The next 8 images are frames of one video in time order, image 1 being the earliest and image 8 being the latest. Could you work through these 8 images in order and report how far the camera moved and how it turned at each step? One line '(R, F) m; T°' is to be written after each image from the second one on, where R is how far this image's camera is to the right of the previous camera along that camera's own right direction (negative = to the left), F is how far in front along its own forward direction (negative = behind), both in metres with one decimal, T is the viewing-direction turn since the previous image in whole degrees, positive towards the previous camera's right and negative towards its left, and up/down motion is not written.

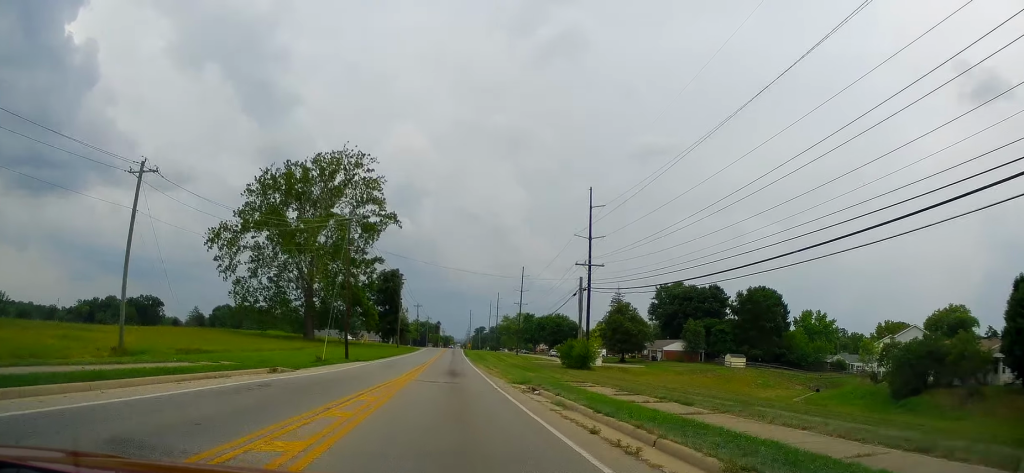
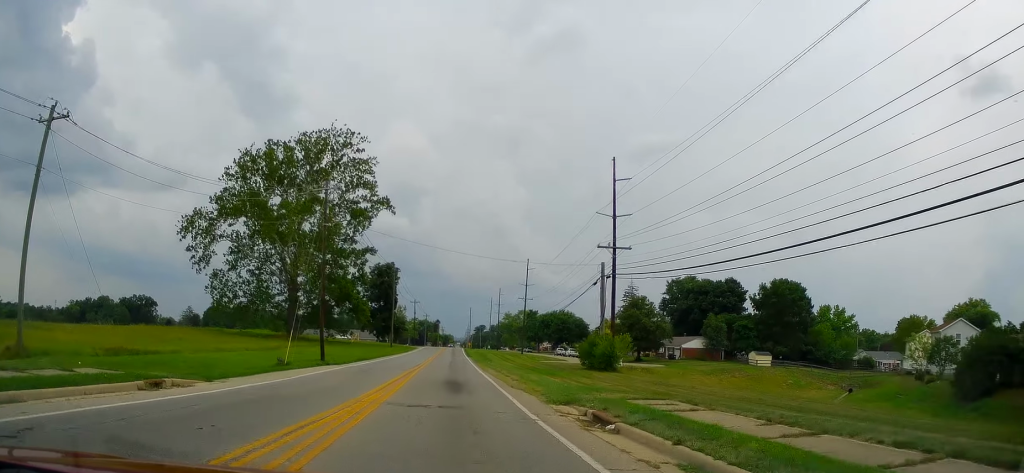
(0.0, +10.5) m; -1°
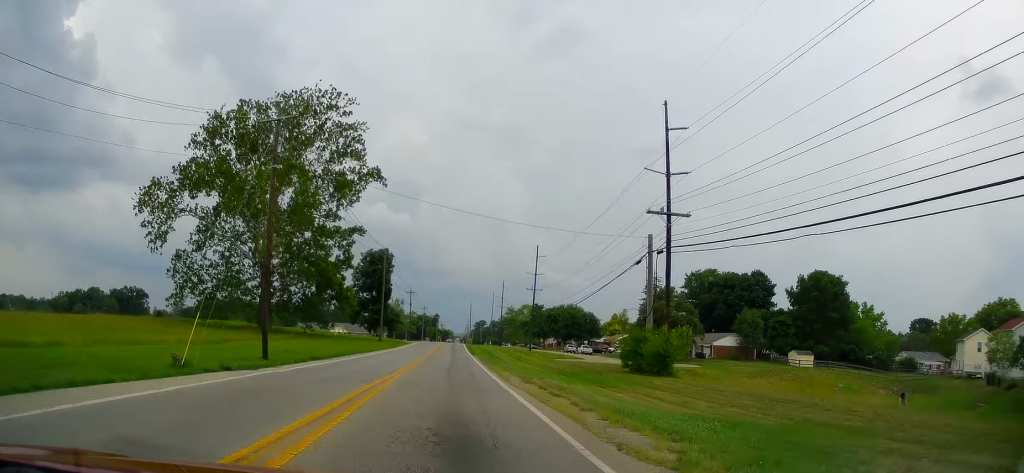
(+0.1, +14.3) m; -1°
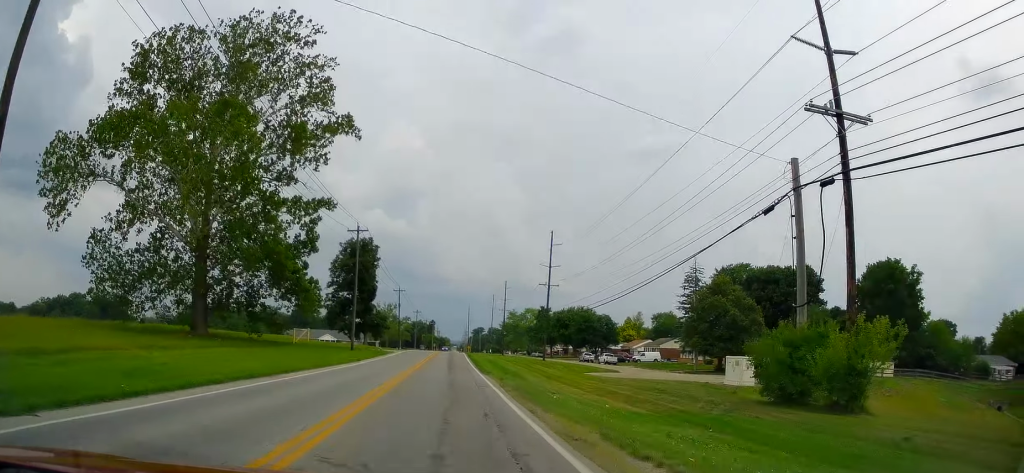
(-0.5, +21.1) m; +1°
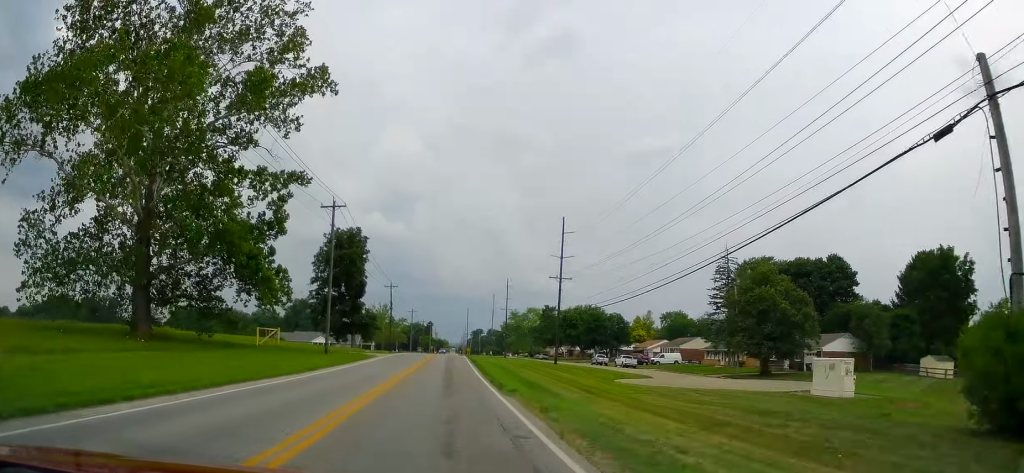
(+0.3, +12.1) m; 0°
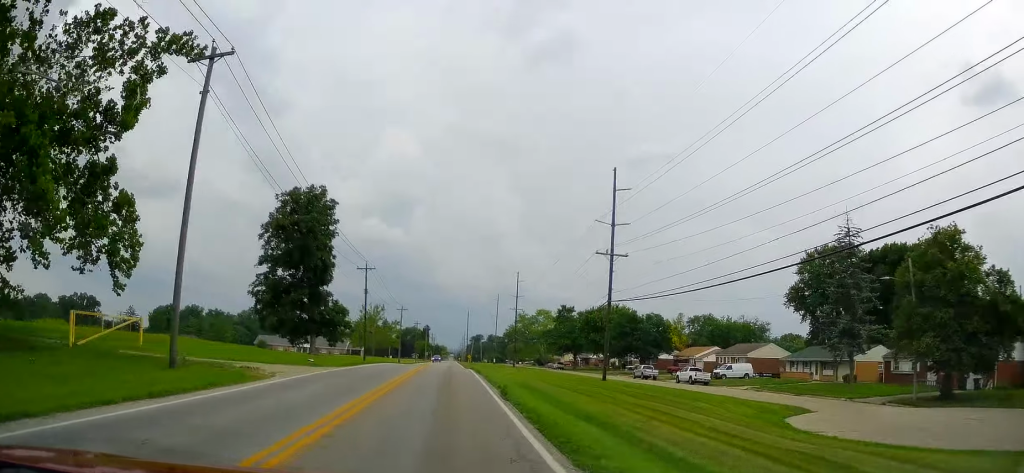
(0.0, +28.1) m; 0°
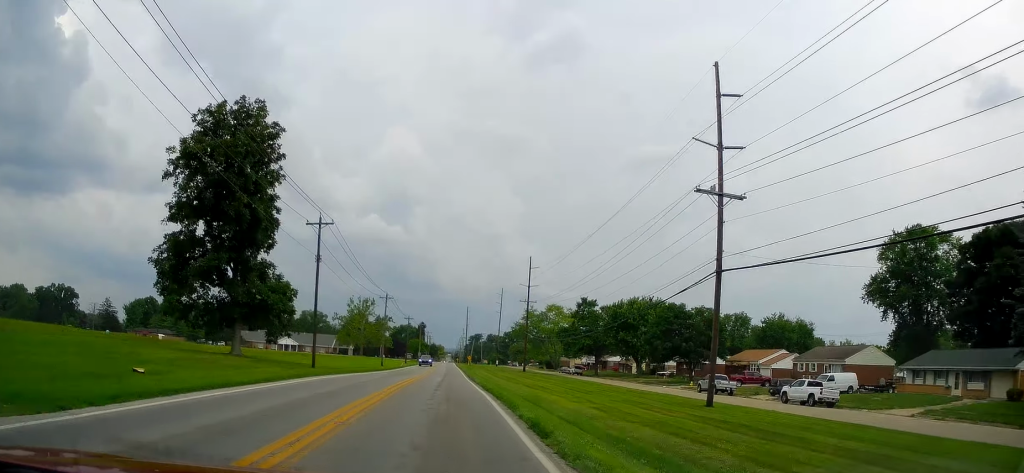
(+0.4, +24.9) m; +2°
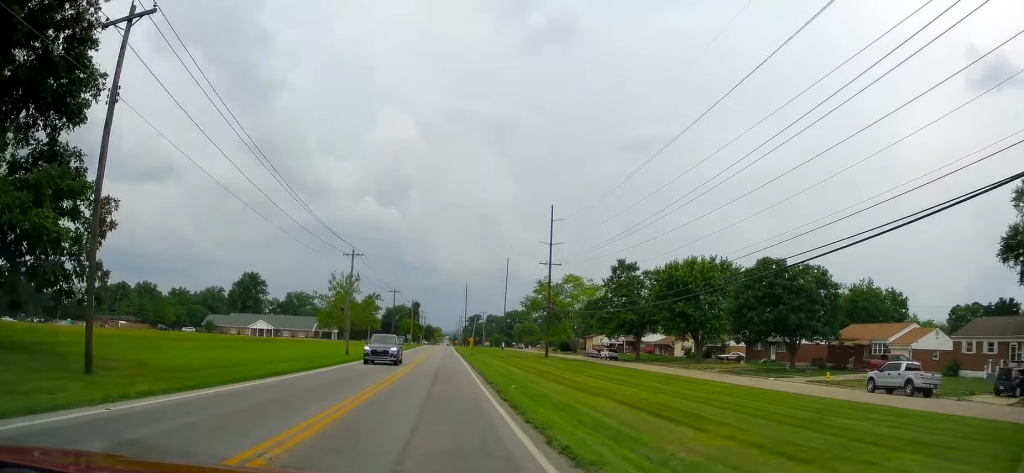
(+0.4, +29.4) m; -1°
